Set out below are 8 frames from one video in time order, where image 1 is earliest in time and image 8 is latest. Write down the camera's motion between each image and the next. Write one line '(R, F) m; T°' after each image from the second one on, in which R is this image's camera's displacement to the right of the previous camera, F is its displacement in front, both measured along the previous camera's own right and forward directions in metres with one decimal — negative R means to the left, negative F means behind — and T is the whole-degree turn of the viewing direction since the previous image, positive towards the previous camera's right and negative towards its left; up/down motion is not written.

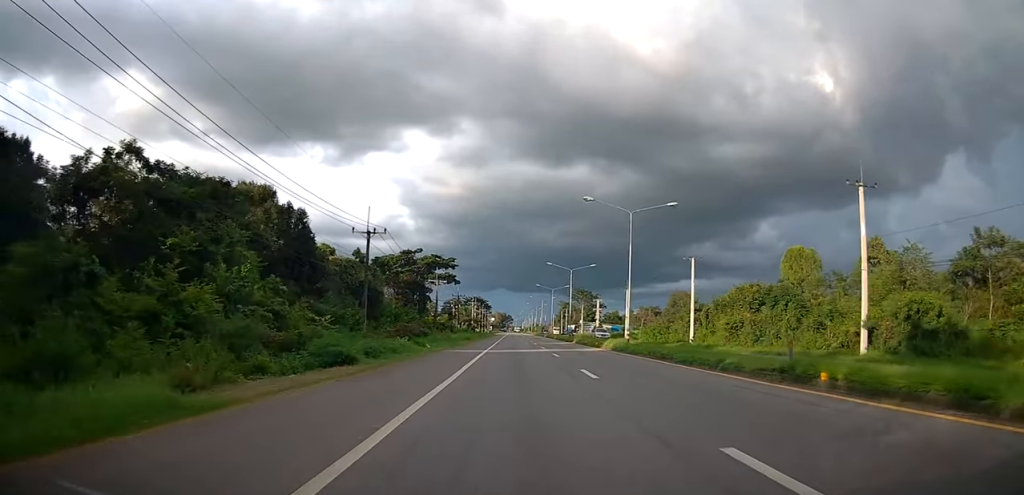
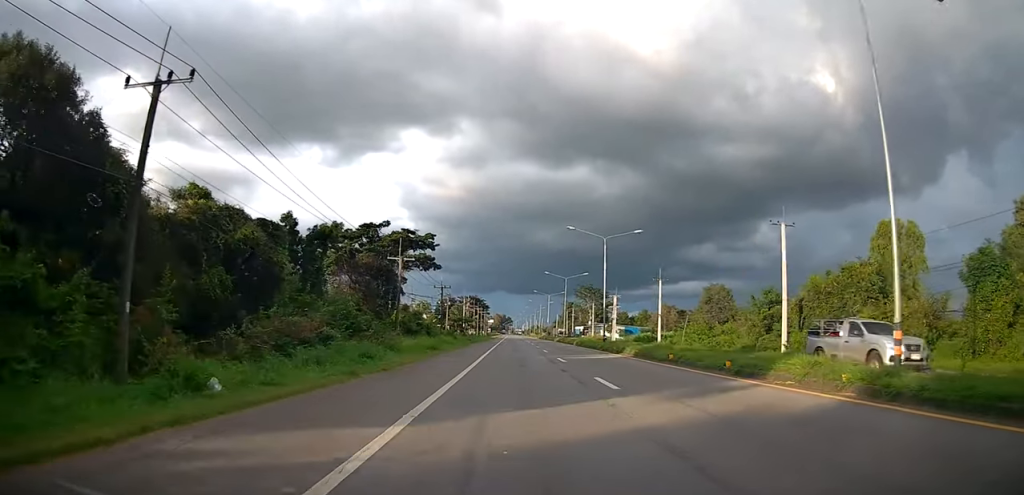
(-0.4, +26.1) m; -2°
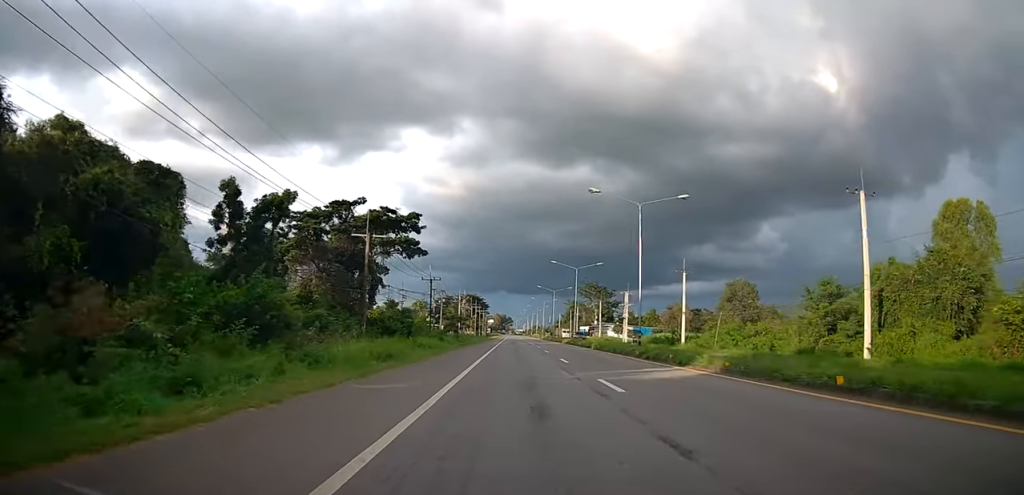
(-0.5, +12.3) m; 0°
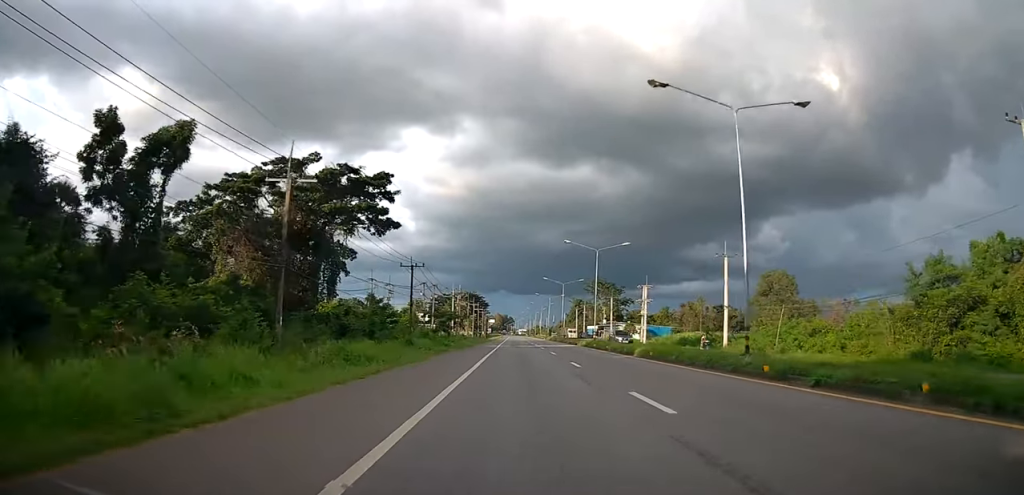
(+0.3, +15.2) m; +1°
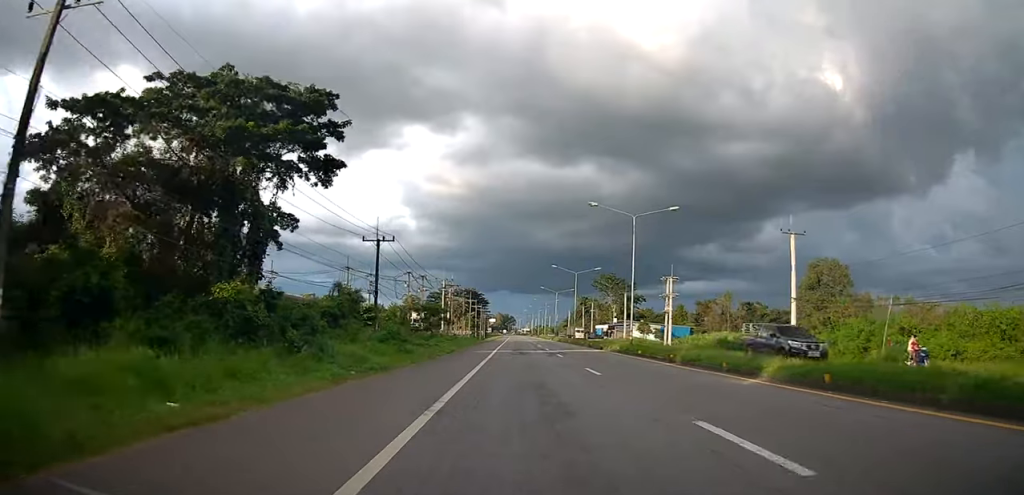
(+0.2, +15.7) m; +1°
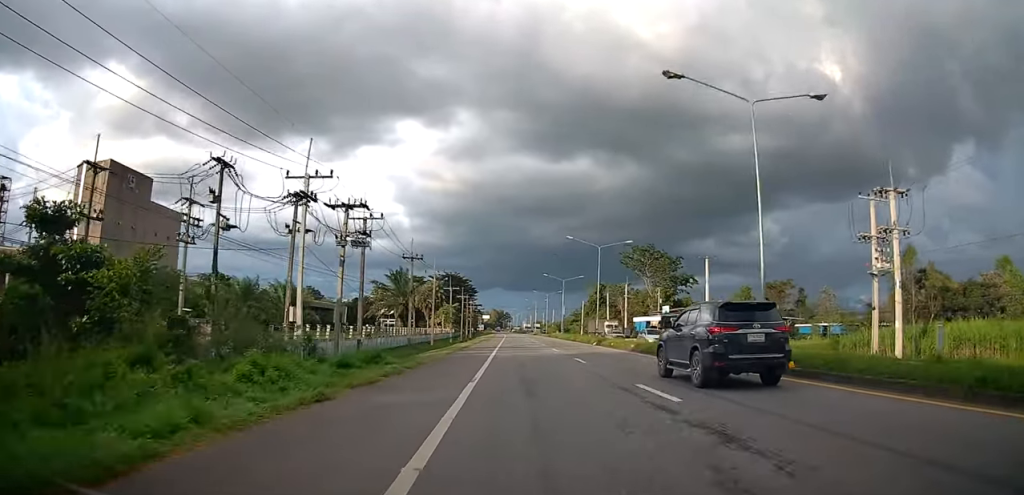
(0.0, +55.1) m; -1°
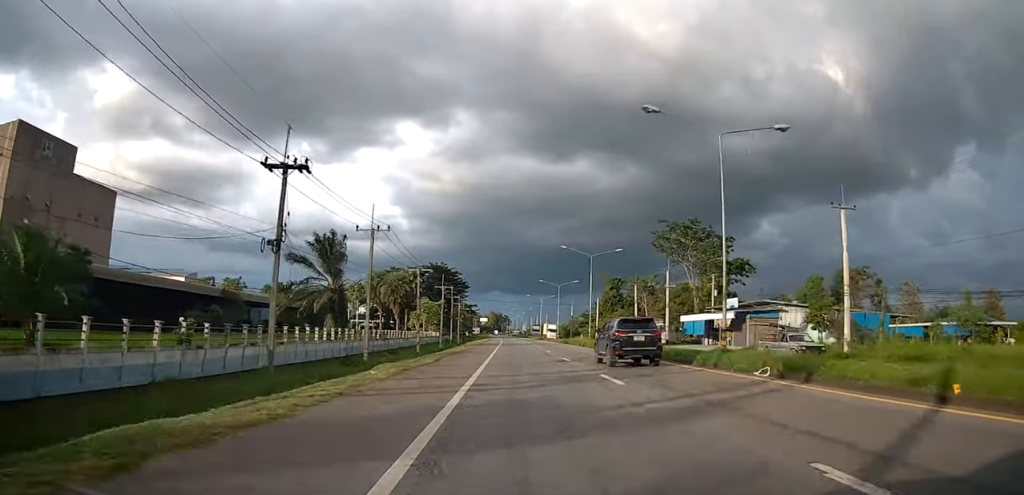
(-0.8, +31.7) m; -1°
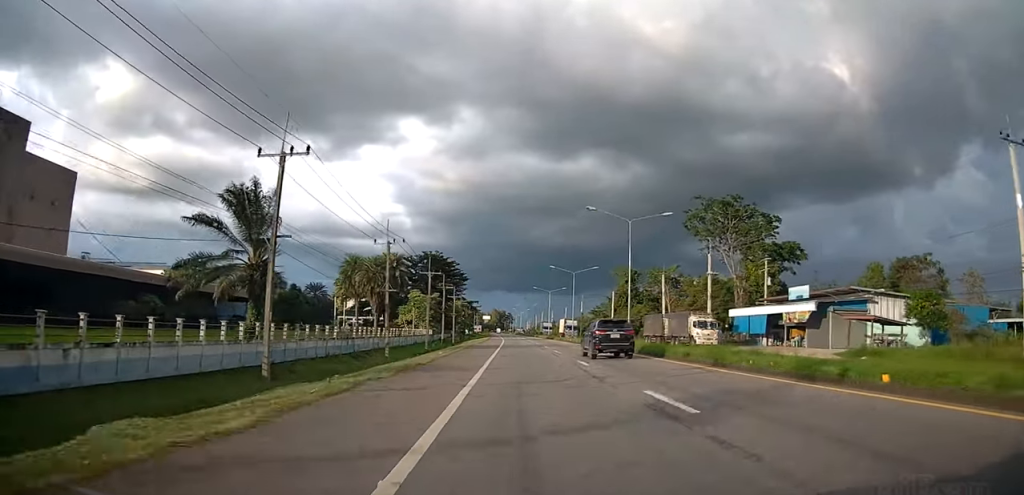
(+0.6, +16.9) m; +1°
